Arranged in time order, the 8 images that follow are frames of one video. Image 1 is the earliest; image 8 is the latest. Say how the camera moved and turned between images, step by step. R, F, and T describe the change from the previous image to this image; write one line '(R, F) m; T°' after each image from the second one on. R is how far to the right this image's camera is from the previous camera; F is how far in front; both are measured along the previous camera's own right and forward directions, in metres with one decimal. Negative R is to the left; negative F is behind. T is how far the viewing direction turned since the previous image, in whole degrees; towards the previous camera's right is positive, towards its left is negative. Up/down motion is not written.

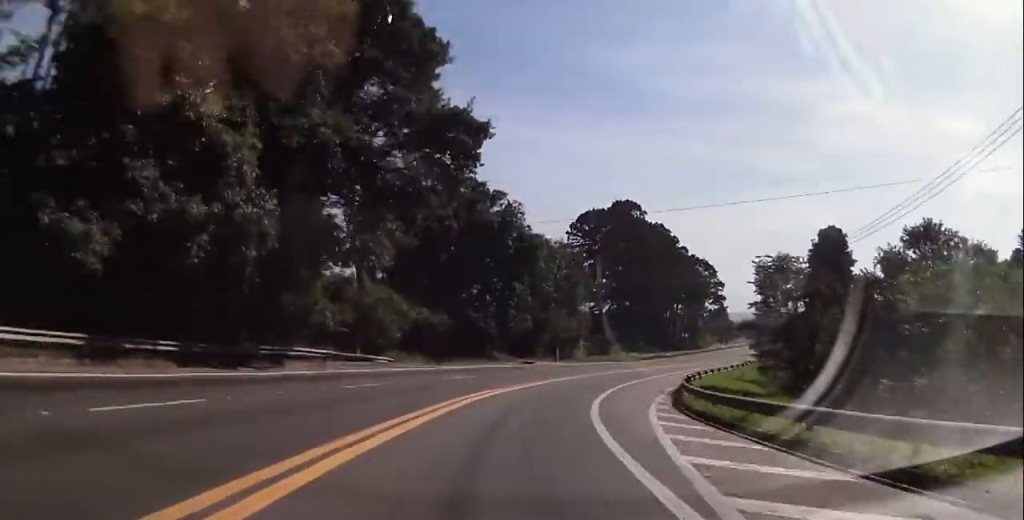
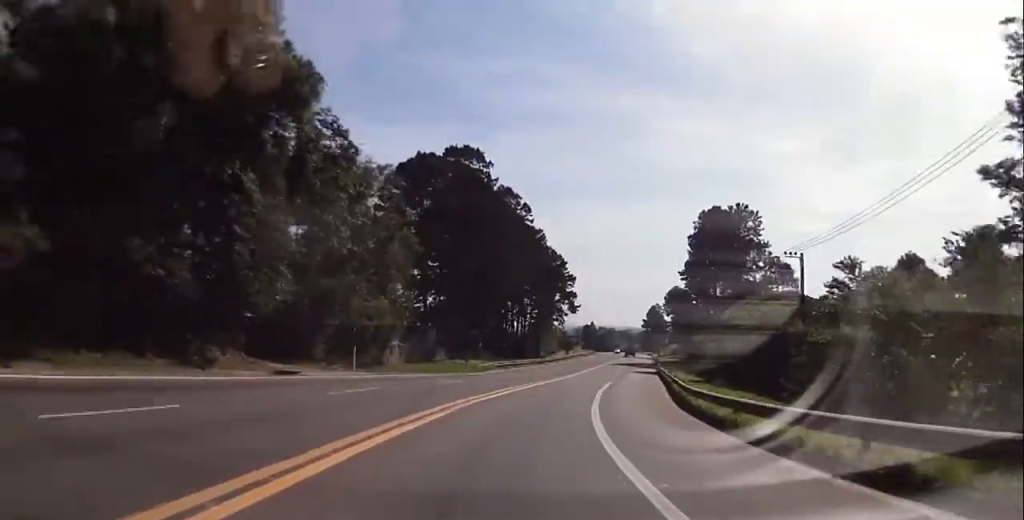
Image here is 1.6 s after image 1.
(+2.5, +33.3) m; +12°
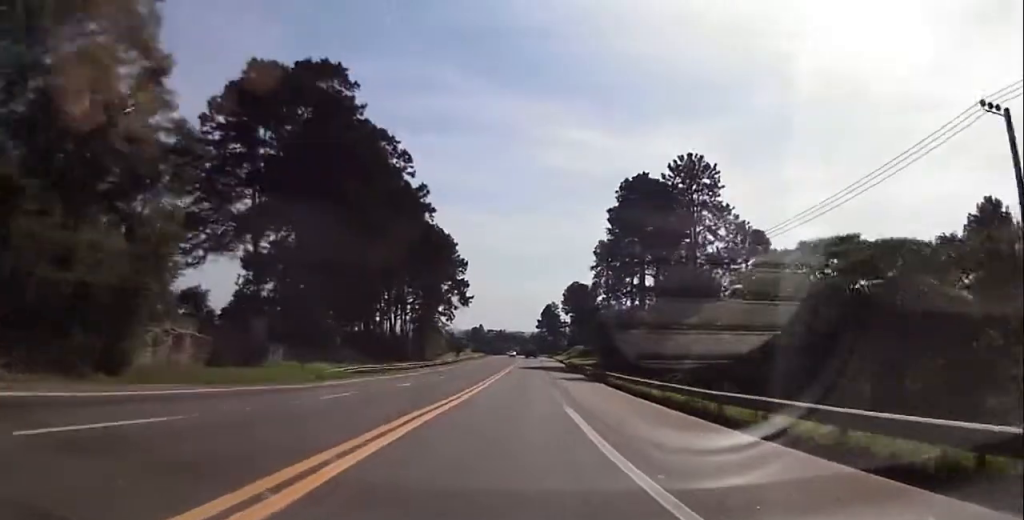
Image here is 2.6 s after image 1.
(+3.1, +22.2) m; +22°
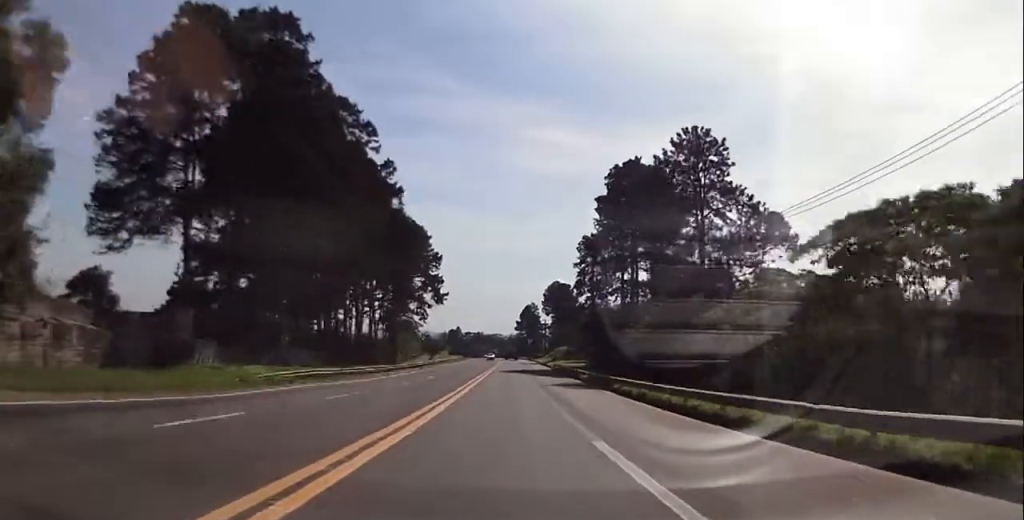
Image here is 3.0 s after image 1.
(+1.8, +6.8) m; +9°
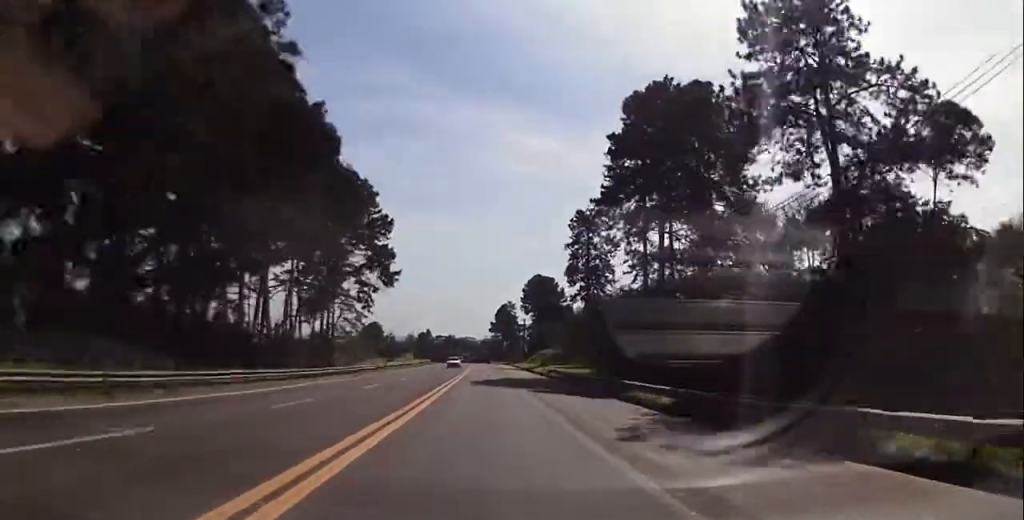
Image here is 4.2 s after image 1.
(+4.5, +23.3) m; -7°
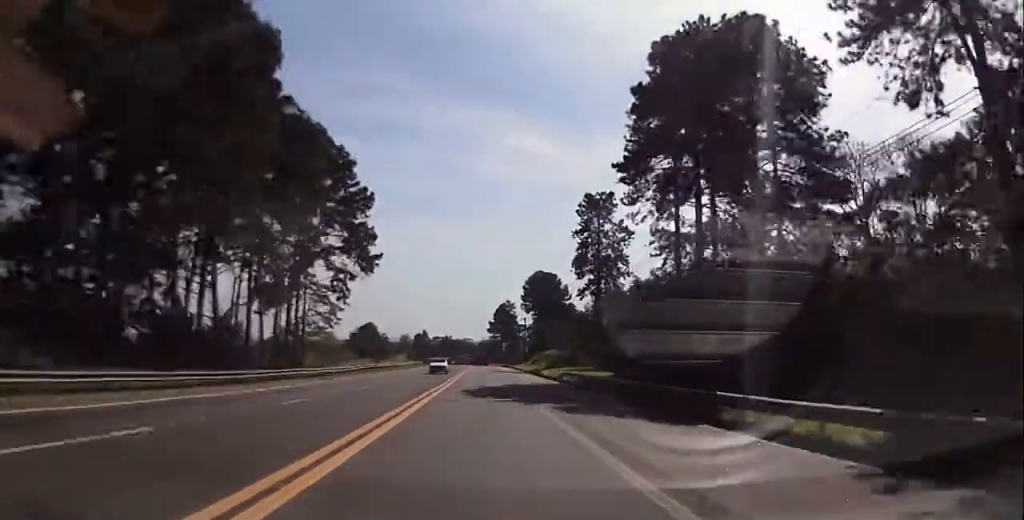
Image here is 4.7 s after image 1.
(-0.3, +10.5) m; -12°
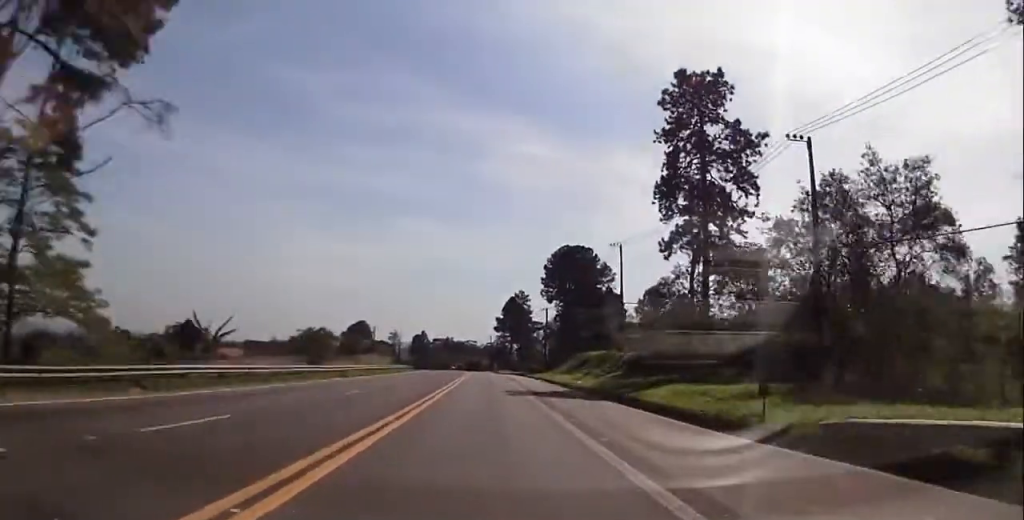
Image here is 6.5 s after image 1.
(-14.0, +40.9) m; -7°
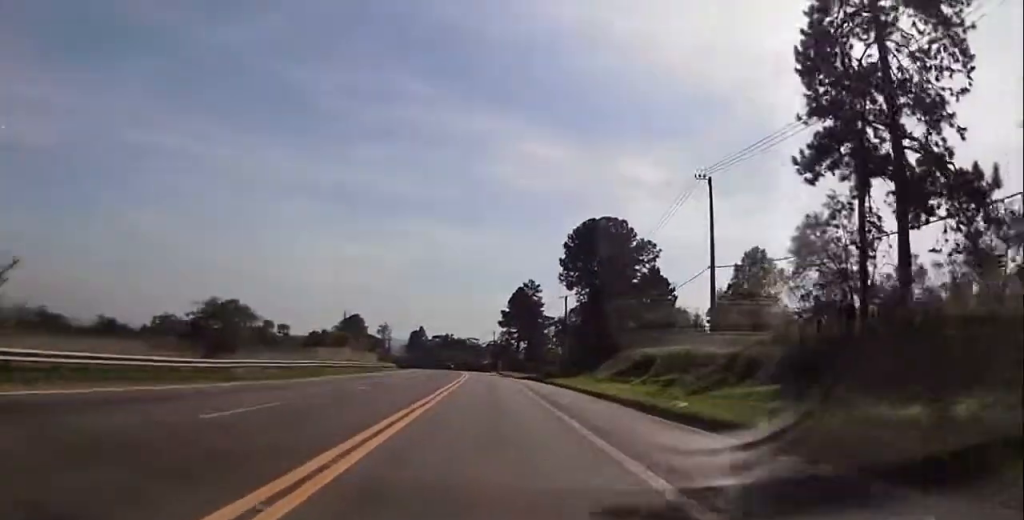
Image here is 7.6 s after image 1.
(+4.6, +23.5) m; +11°
